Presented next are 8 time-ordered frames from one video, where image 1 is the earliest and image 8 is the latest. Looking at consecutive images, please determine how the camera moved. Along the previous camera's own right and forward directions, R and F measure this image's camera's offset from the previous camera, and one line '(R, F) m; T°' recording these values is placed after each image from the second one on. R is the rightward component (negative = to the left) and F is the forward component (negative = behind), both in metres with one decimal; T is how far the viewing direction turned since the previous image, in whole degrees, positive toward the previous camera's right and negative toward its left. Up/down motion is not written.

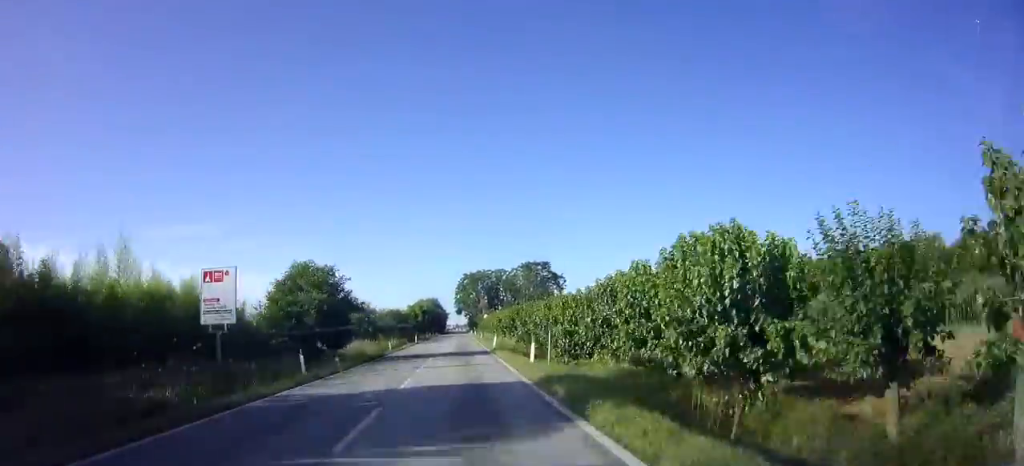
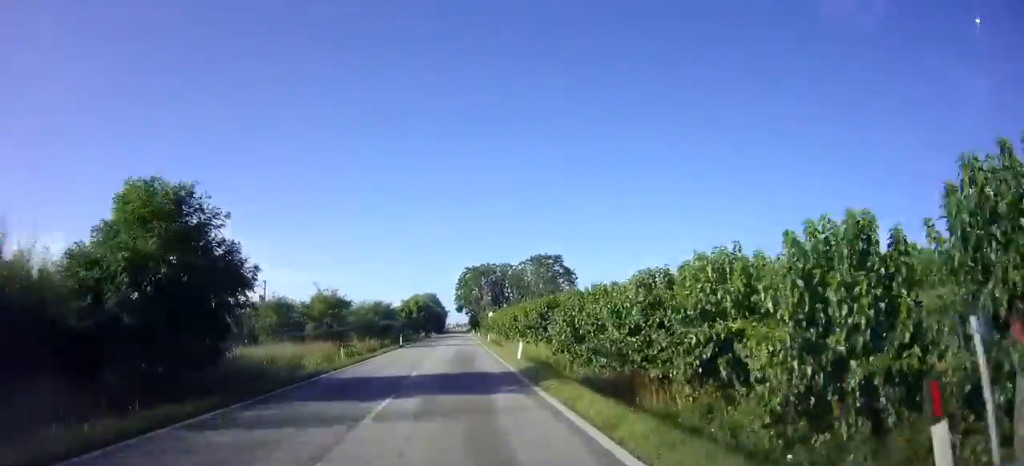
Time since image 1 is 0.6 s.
(-0.1, +15.6) m; 0°
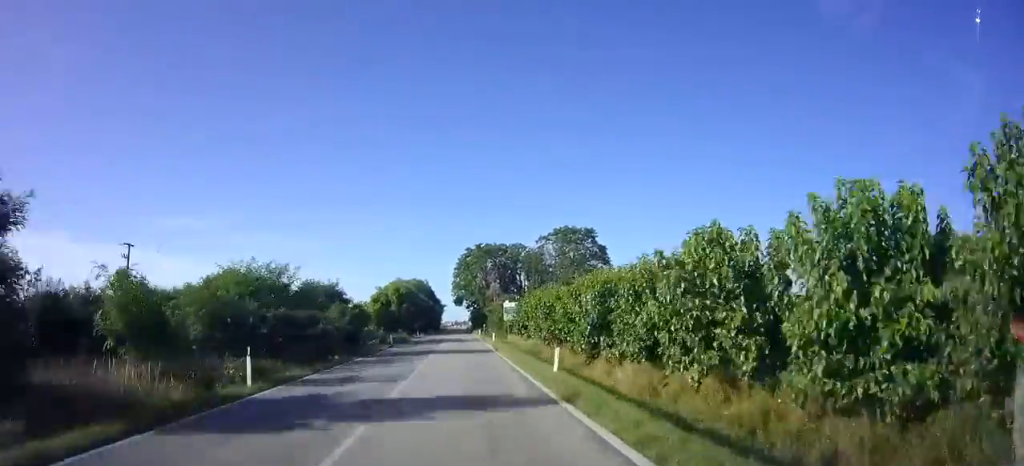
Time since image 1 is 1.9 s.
(-0.1, +33.0) m; 0°
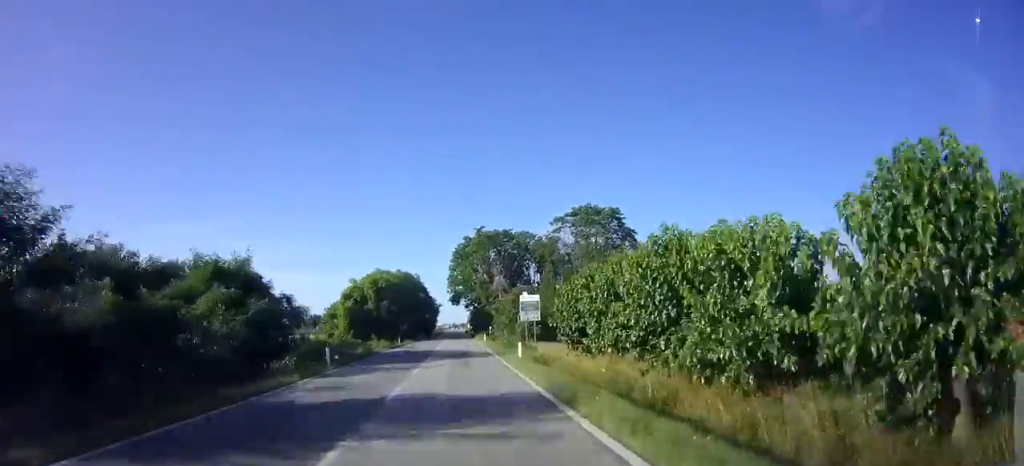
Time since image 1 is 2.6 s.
(+0.1, +19.0) m; 0°
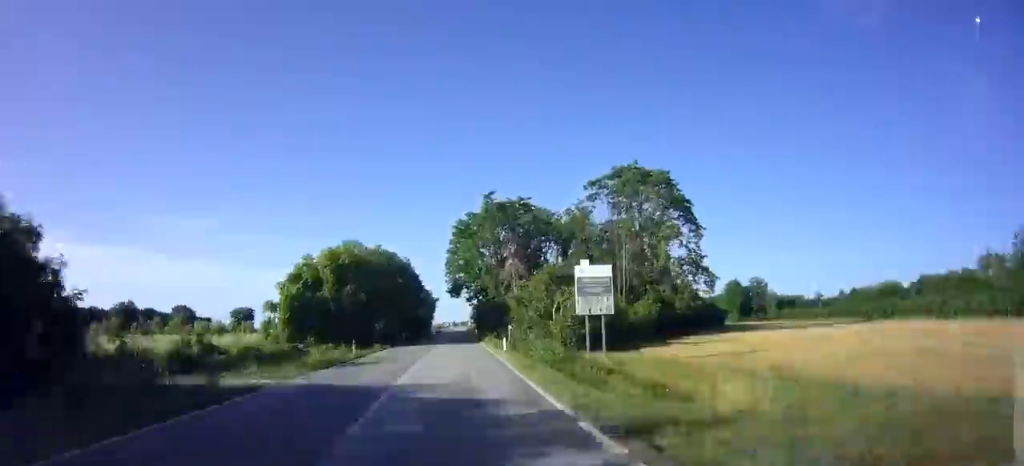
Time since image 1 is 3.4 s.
(0.0, +19.9) m; 0°
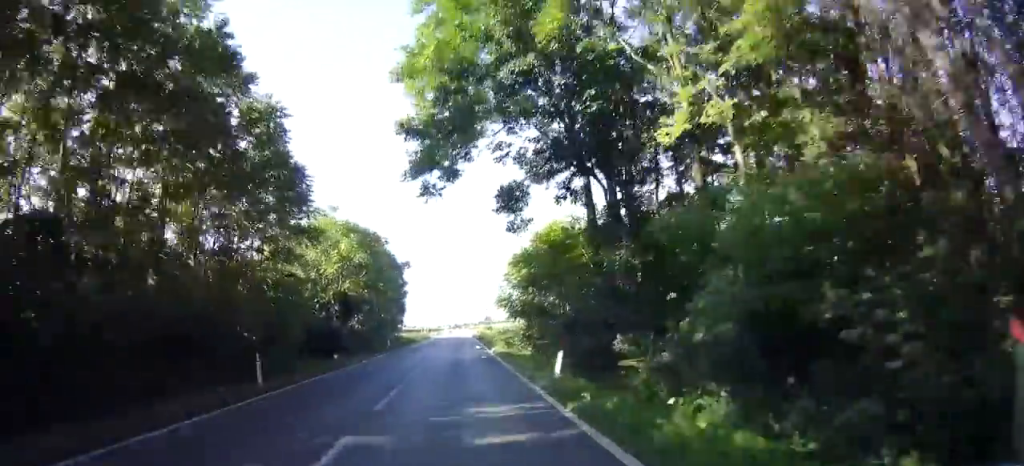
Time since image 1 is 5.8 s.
(-0.1, +63.2) m; -1°
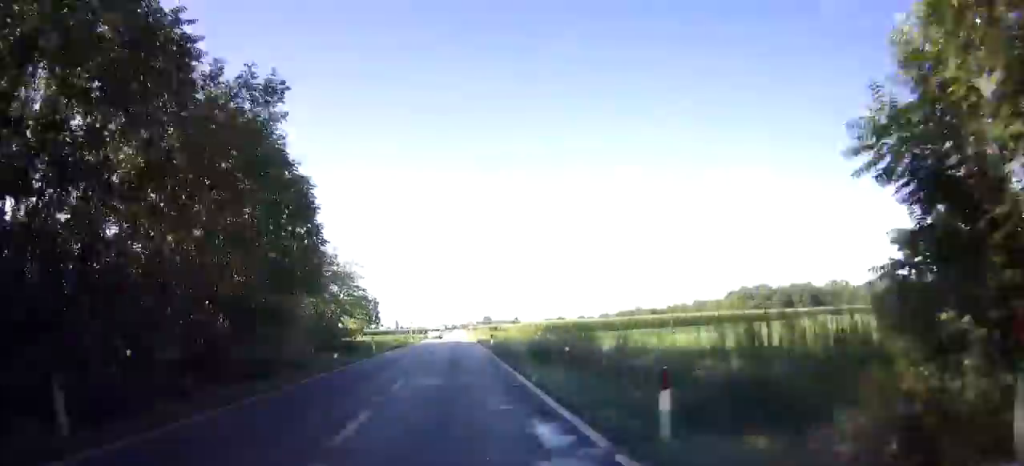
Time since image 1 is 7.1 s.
(-0.2, +31.8) m; 0°
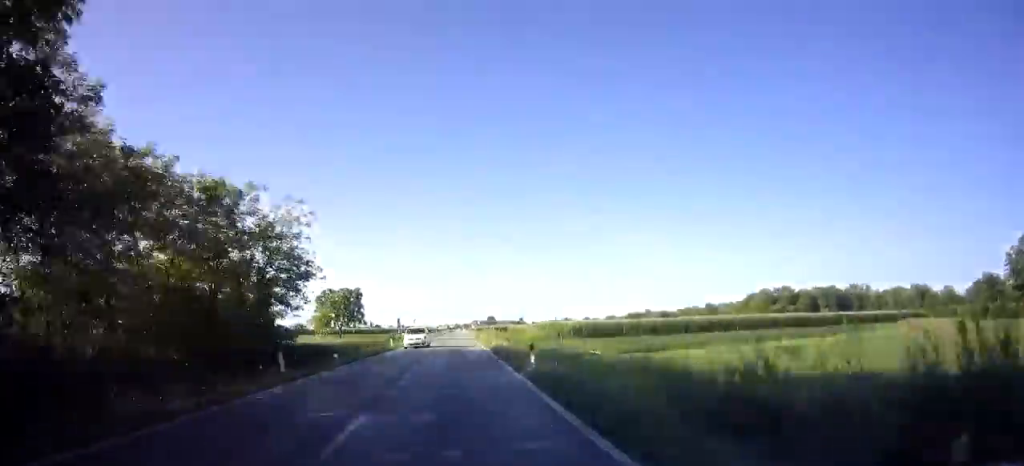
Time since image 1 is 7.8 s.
(+0.1, +17.6) m; 0°
